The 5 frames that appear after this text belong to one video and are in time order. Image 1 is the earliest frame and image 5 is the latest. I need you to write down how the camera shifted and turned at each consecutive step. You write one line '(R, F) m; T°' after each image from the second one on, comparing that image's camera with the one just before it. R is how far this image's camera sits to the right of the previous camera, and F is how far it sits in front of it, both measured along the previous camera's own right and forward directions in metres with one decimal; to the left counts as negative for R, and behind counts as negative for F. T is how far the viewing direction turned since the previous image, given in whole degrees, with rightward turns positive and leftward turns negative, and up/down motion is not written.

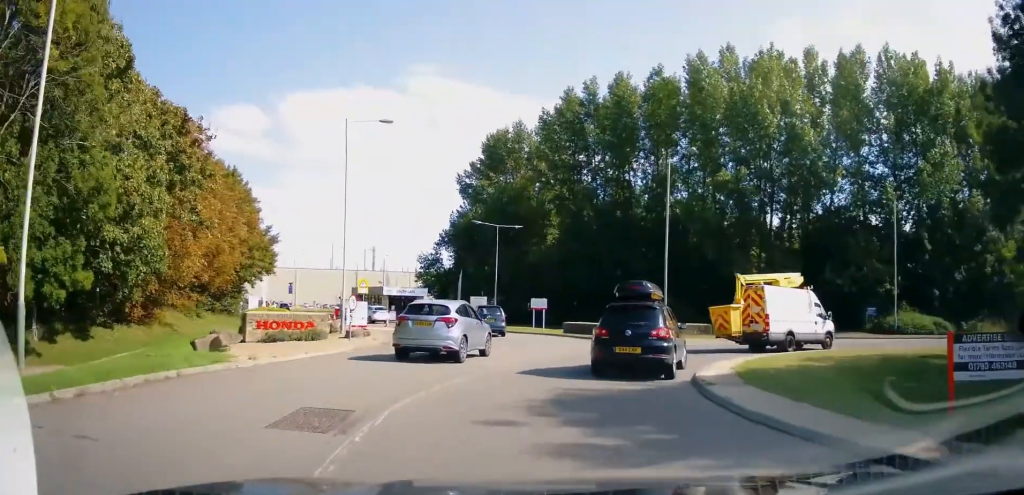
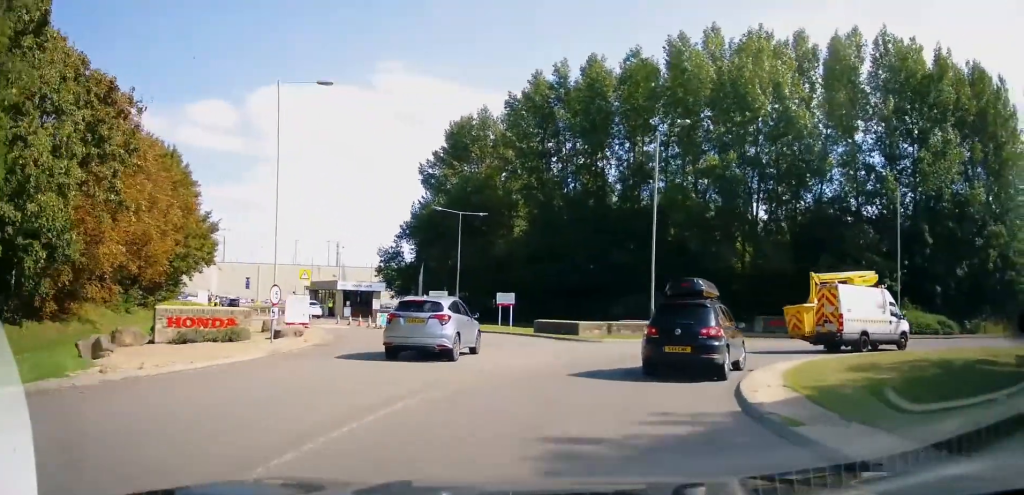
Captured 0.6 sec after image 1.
(-0.1, +4.0) m; +5°
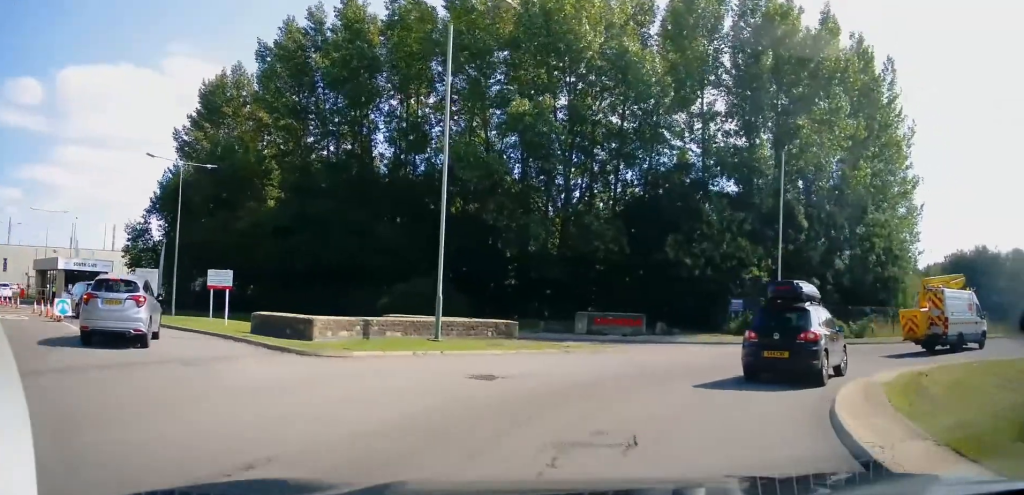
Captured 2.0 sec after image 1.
(+1.7, +10.4) m; +19°
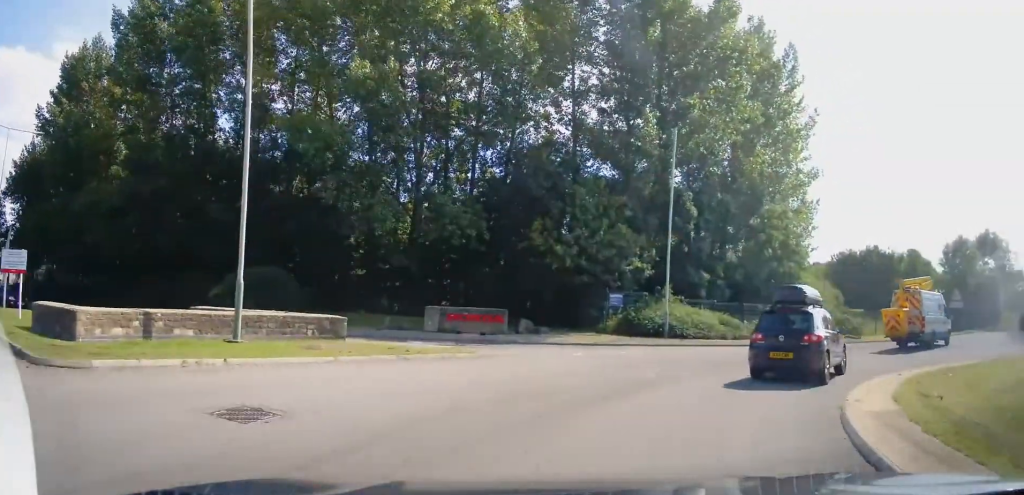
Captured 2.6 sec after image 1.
(-0.1, +4.3) m; +11°
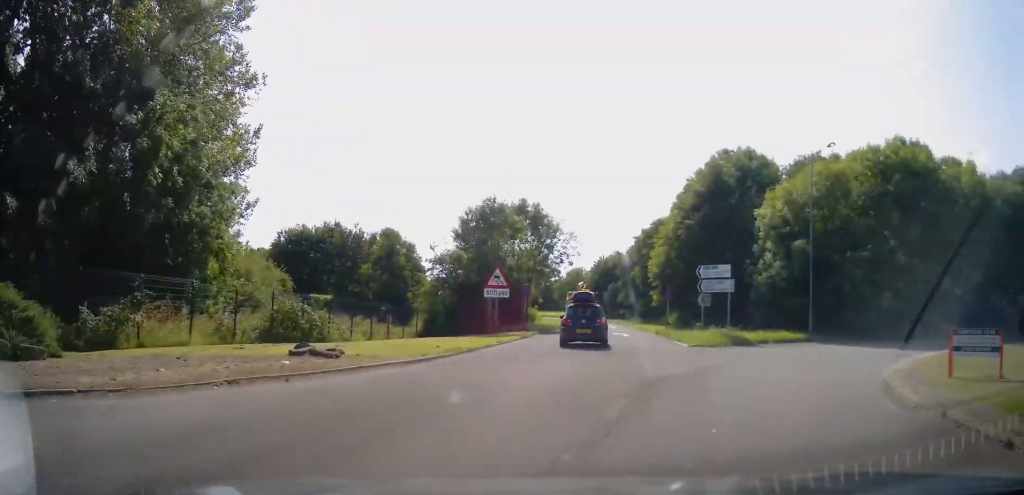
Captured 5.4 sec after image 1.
(+10.2, +16.7) m; +52°
